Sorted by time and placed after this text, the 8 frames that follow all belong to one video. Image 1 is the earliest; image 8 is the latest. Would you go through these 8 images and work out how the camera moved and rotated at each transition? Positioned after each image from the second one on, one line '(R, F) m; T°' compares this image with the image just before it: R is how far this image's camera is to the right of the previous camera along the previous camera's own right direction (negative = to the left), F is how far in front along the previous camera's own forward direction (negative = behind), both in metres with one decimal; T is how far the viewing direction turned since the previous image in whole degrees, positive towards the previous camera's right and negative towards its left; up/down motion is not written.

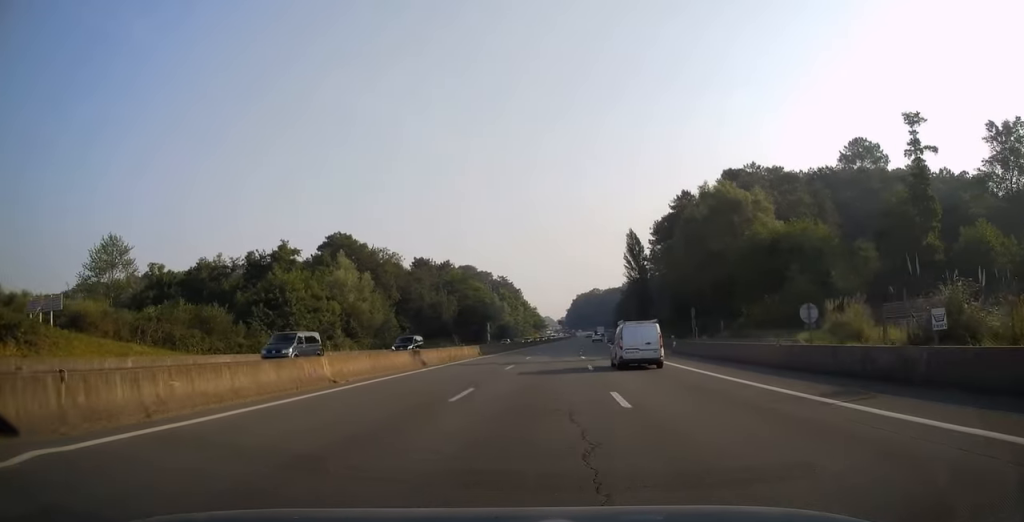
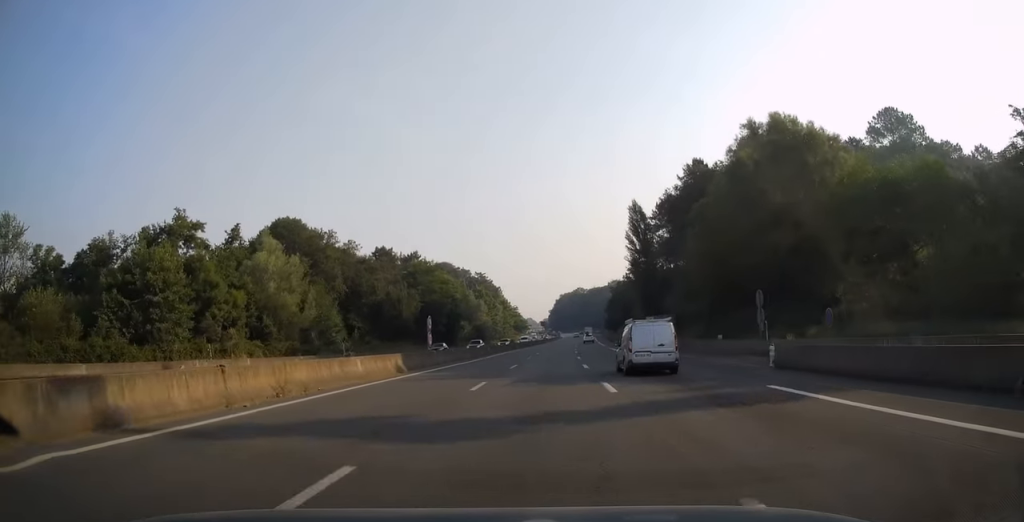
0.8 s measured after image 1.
(+0.3, +22.6) m; +2°
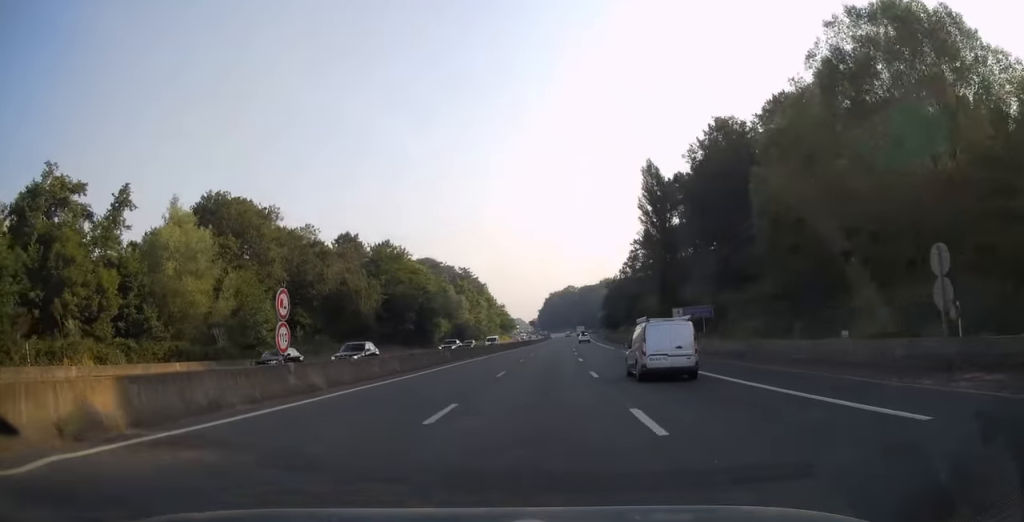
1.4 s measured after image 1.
(+0.3, +19.2) m; +1°
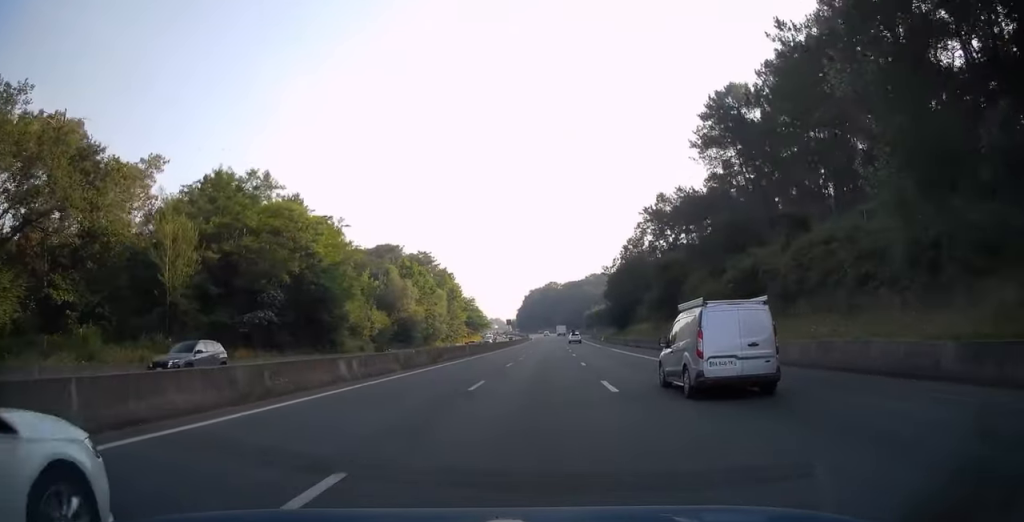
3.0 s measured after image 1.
(+0.6, +45.7) m; +1°
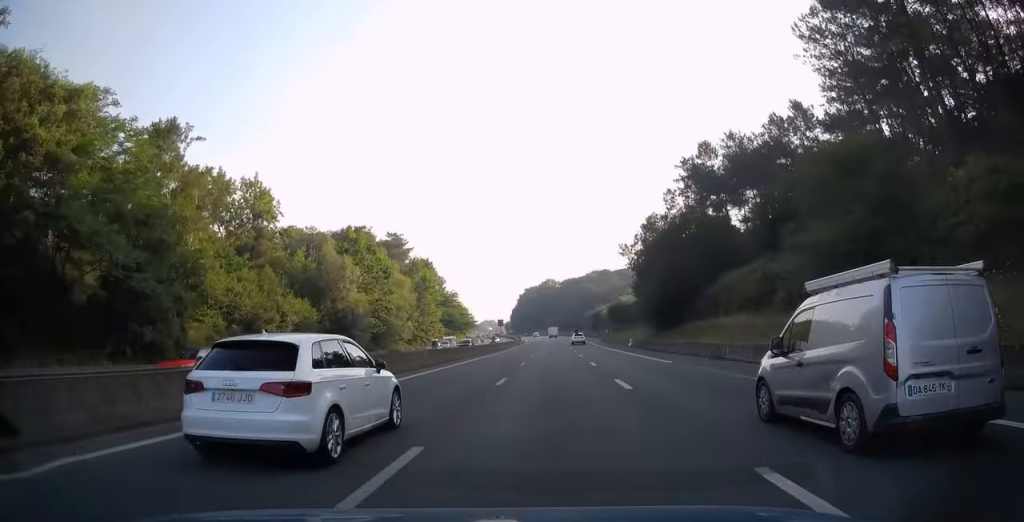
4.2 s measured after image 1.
(+0.2, +37.2) m; 0°
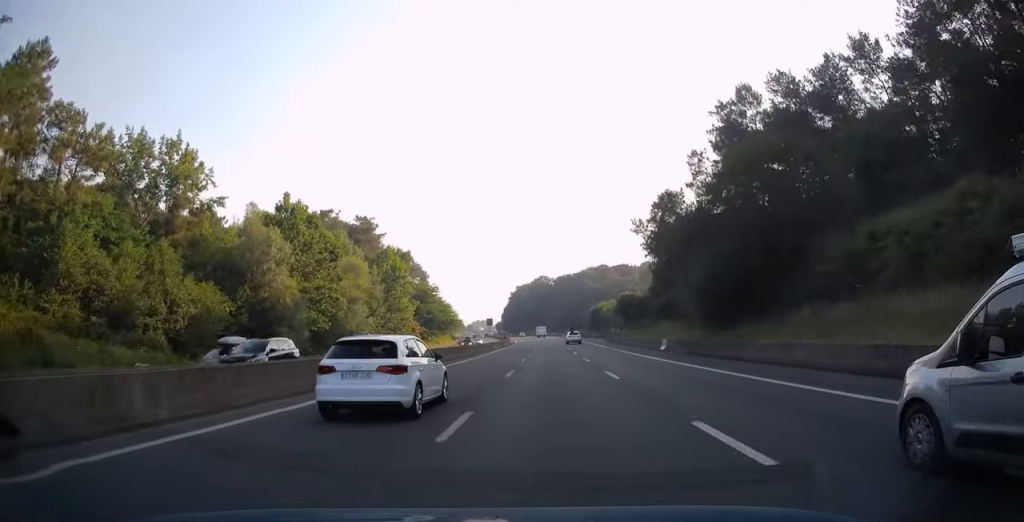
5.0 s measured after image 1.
(0.0, +22.5) m; 0°
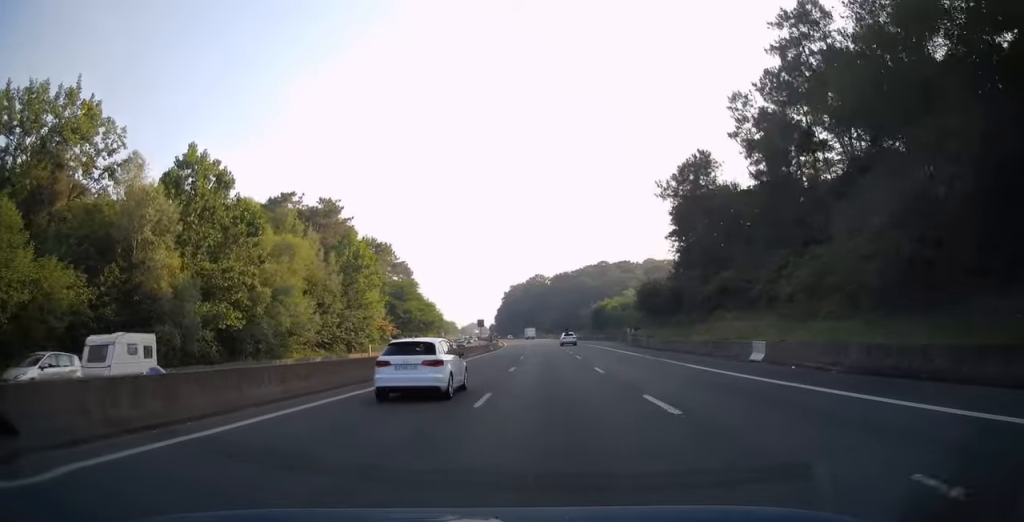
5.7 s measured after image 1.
(0.0, +21.6) m; 0°
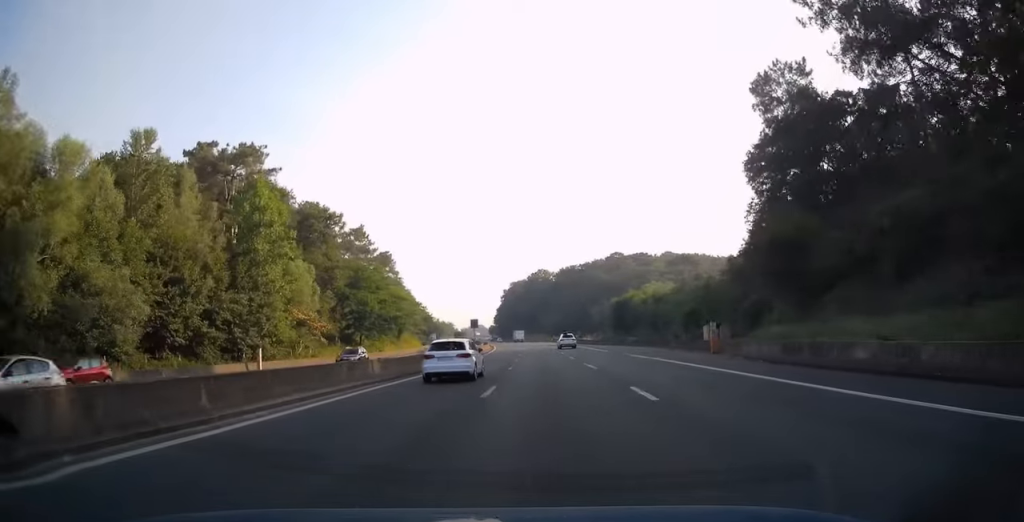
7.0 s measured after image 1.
(0.0, +36.7) m; -1°
